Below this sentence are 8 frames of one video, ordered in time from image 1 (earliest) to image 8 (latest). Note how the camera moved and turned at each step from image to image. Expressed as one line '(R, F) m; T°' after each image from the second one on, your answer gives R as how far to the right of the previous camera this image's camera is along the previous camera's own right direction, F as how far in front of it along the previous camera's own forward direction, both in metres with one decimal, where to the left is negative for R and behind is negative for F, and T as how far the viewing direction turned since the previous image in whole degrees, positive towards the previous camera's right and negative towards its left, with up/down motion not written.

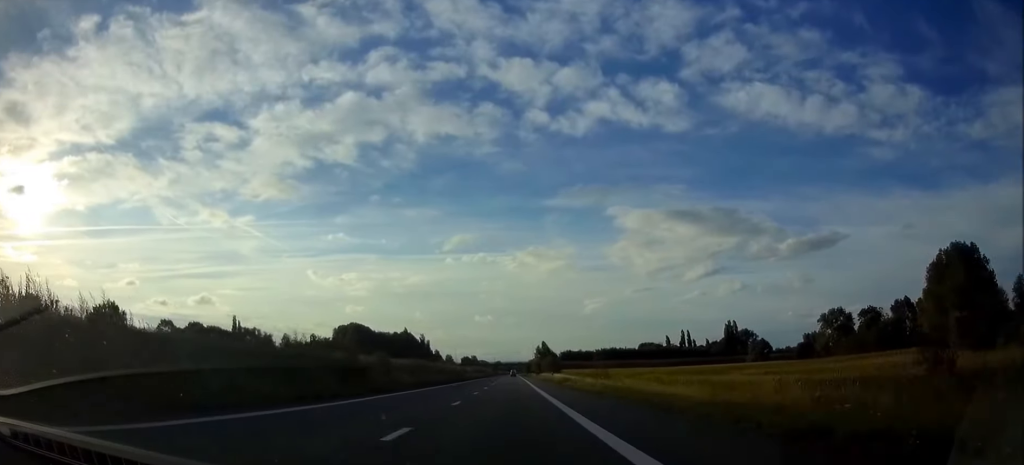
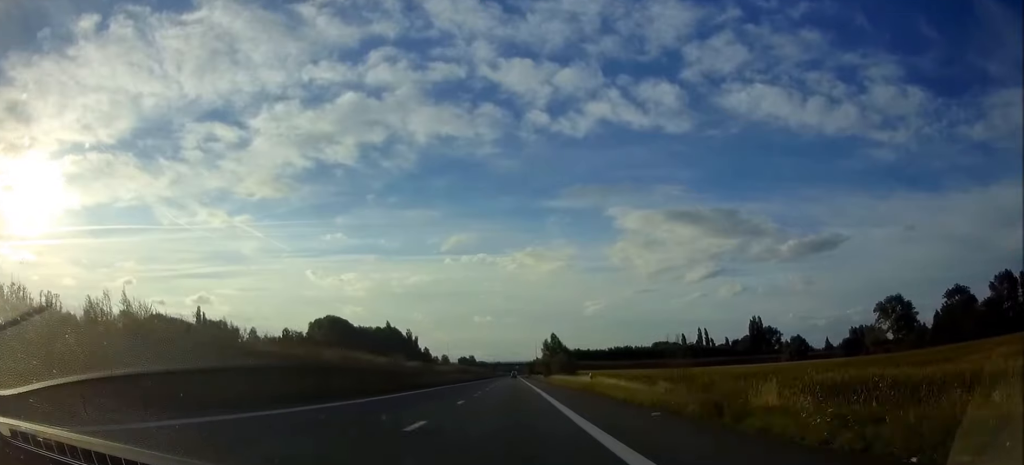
(0.0, +47.6) m; 0°
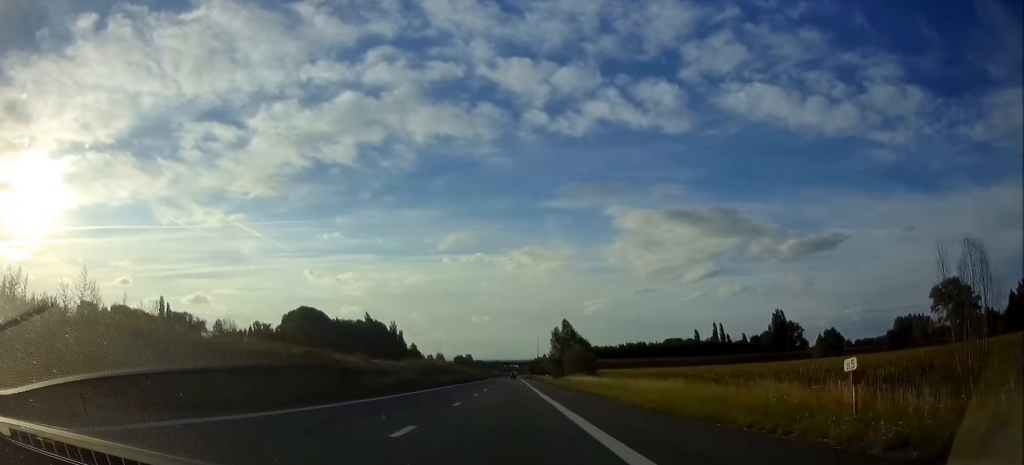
(0.0, +38.6) m; 0°
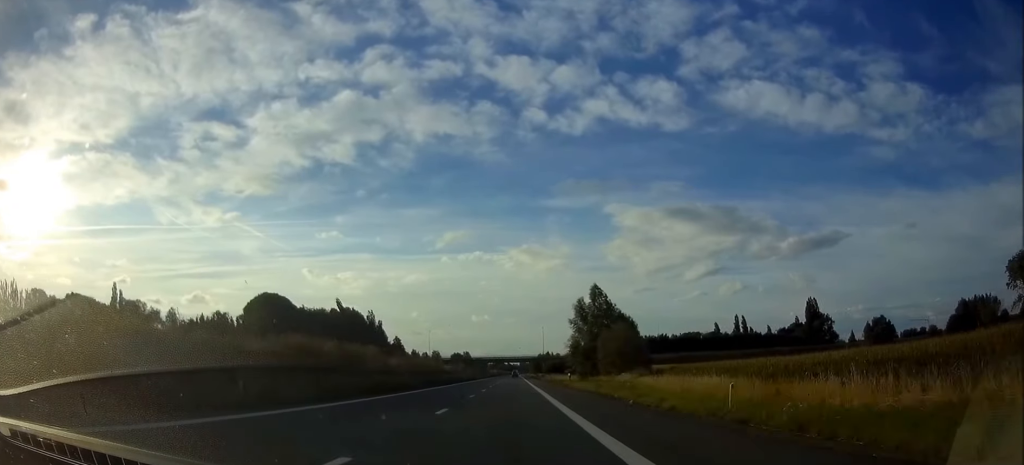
(0.0, +43.1) m; 0°
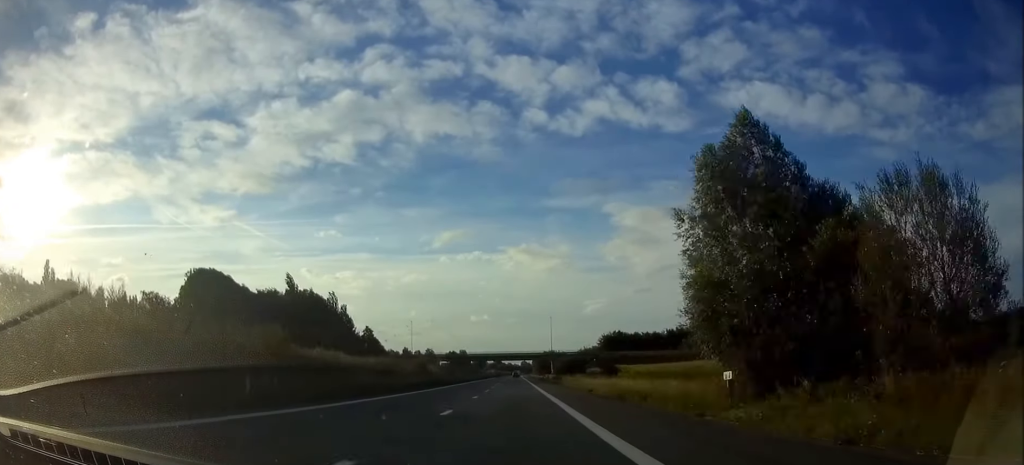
(+0.1, +50.0) m; 0°
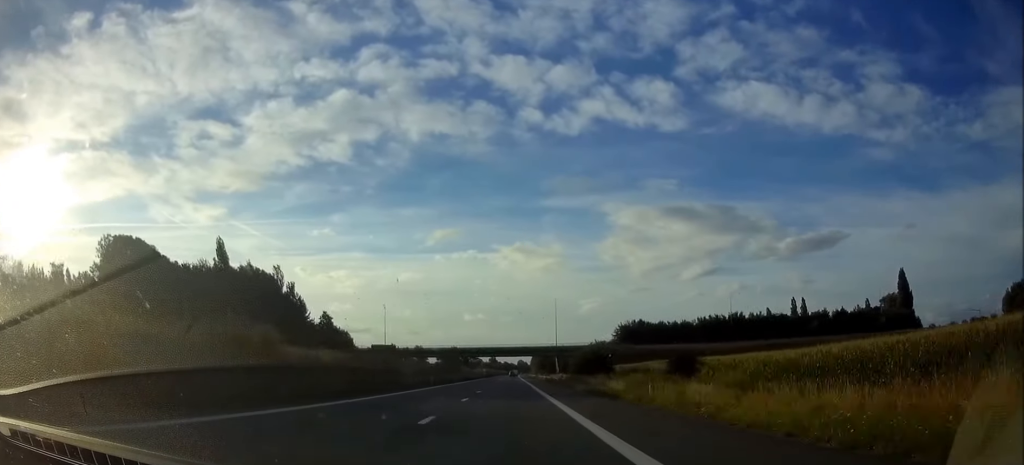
(0.0, +40.8) m; 0°
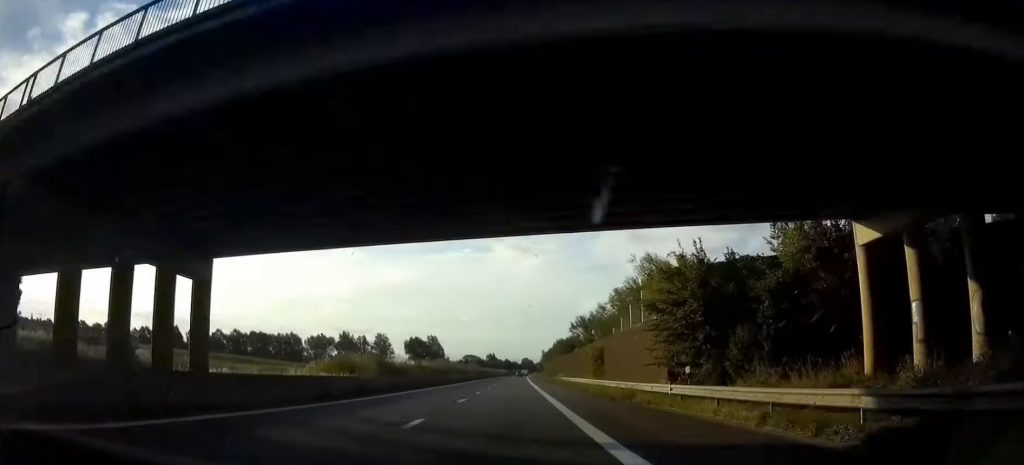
(-0.3, +149.8) m; 0°
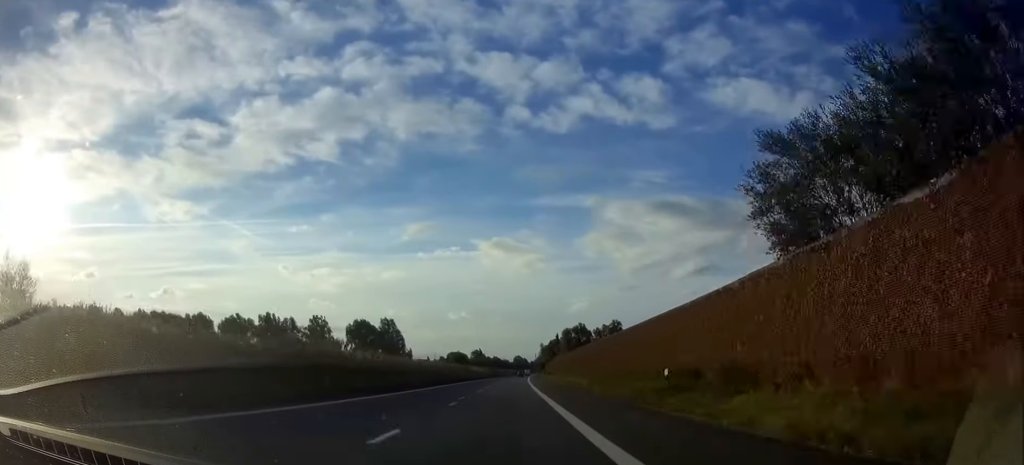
(+0.8, +102.2) m; +1°
